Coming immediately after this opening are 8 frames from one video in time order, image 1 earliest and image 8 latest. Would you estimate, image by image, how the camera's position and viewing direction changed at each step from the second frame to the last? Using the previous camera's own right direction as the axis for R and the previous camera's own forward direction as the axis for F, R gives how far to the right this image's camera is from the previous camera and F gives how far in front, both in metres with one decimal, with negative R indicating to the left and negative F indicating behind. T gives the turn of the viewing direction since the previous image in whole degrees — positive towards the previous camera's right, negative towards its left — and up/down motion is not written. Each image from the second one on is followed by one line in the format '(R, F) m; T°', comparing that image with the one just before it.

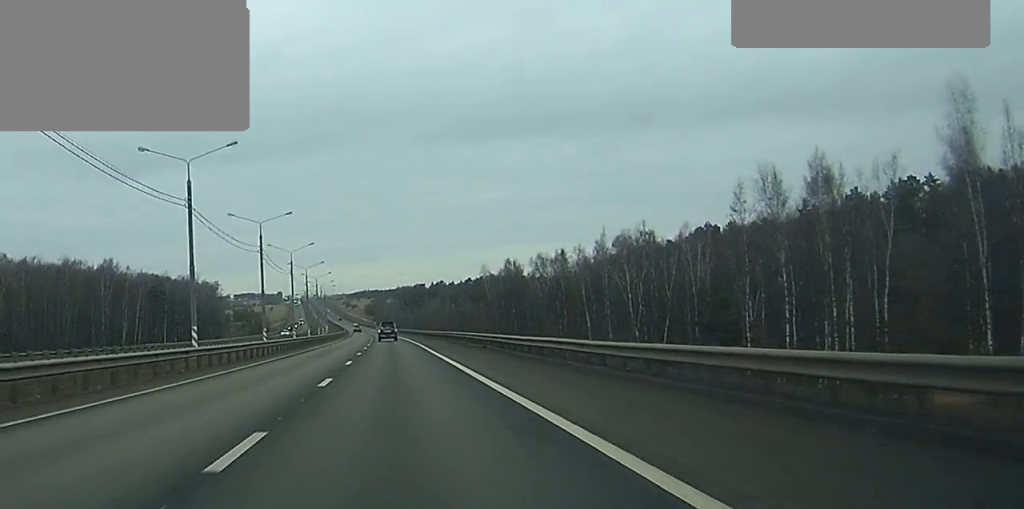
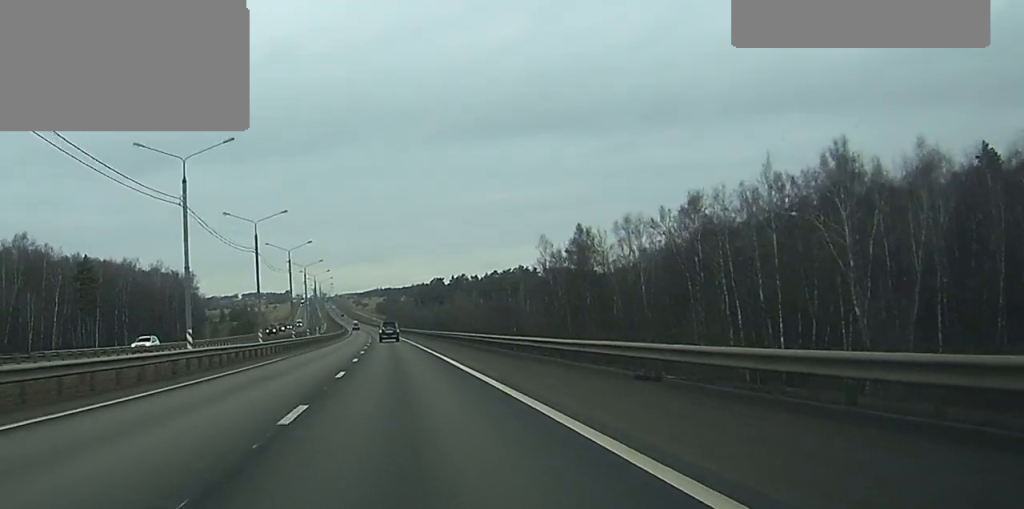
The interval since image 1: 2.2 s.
(-0.4, +67.6) m; -1°
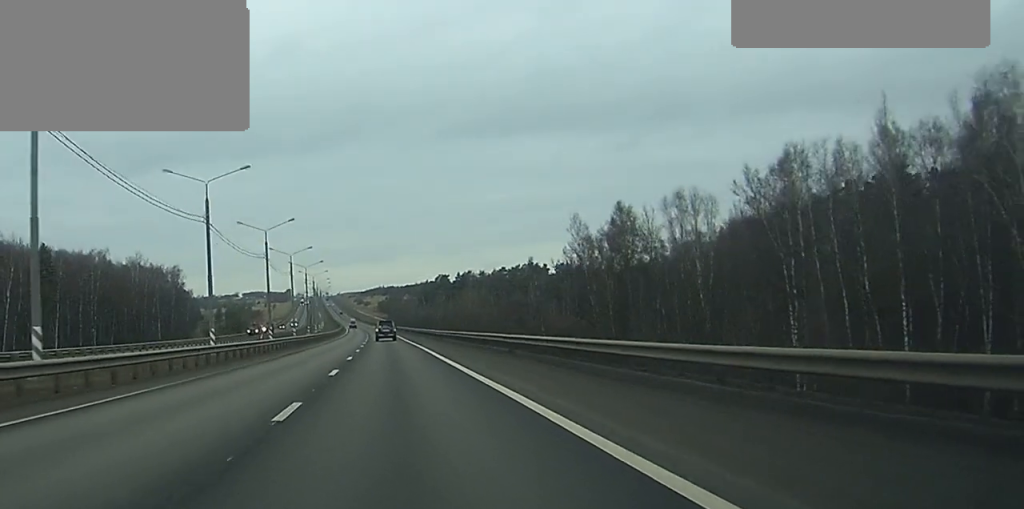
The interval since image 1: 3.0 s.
(0.0, +23.7) m; 0°
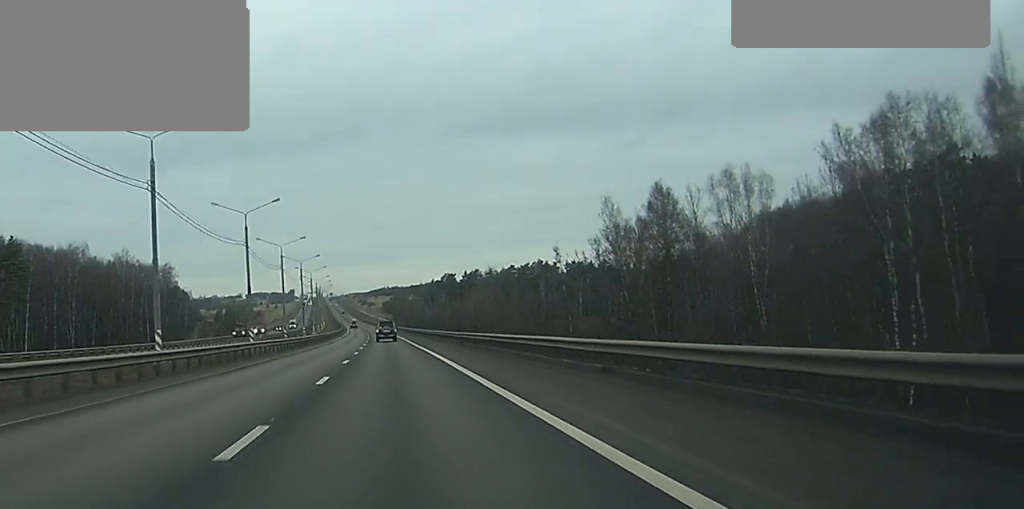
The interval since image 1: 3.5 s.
(0.0, +15.5) m; 0°
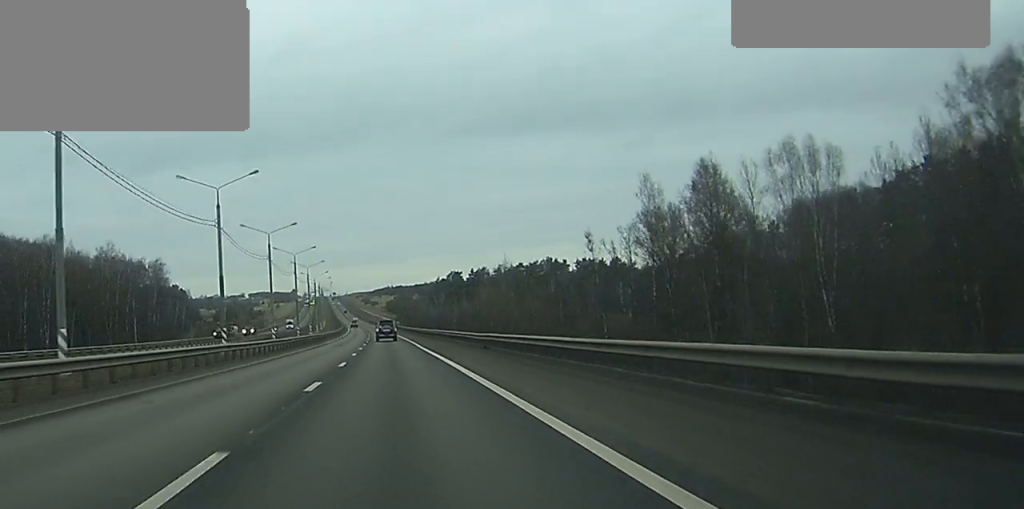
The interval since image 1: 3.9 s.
(0.0, +14.5) m; 0°
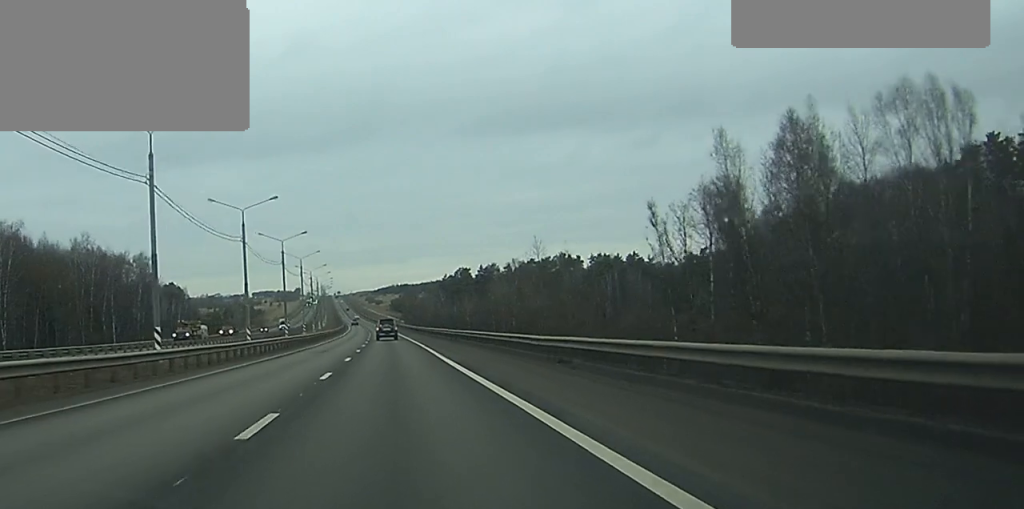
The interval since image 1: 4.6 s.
(0.0, +19.9) m; 0°
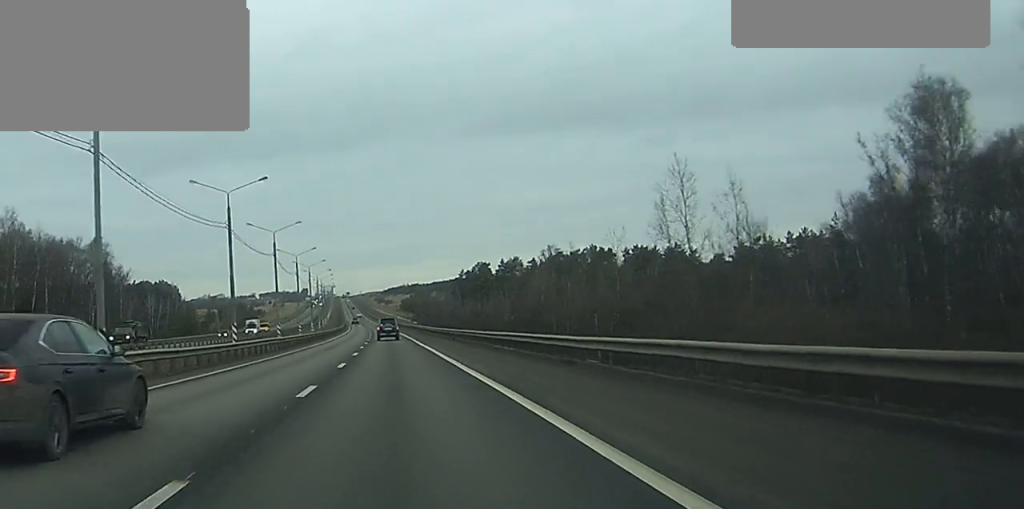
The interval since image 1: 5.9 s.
(-0.4, +42.1) m; -1°
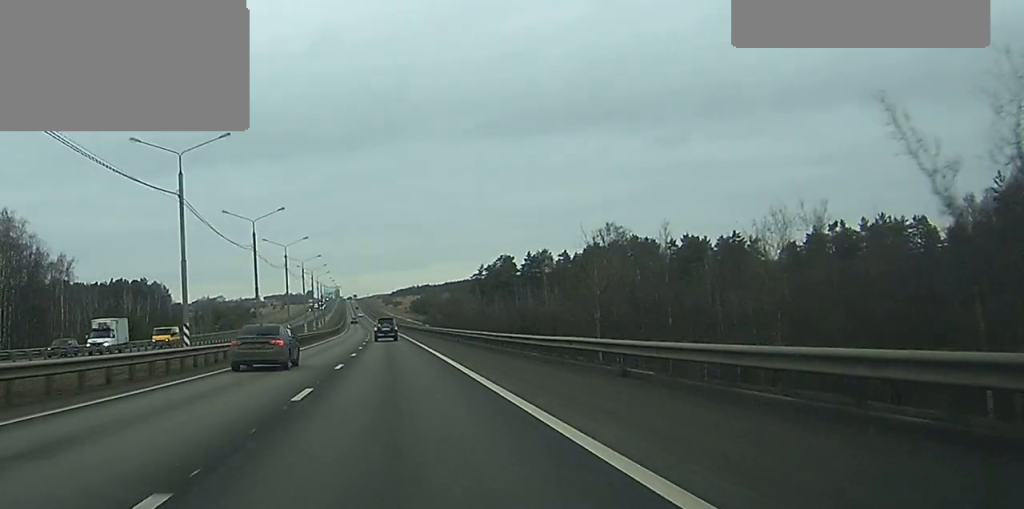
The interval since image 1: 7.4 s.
(-0.5, +48.7) m; -1°
